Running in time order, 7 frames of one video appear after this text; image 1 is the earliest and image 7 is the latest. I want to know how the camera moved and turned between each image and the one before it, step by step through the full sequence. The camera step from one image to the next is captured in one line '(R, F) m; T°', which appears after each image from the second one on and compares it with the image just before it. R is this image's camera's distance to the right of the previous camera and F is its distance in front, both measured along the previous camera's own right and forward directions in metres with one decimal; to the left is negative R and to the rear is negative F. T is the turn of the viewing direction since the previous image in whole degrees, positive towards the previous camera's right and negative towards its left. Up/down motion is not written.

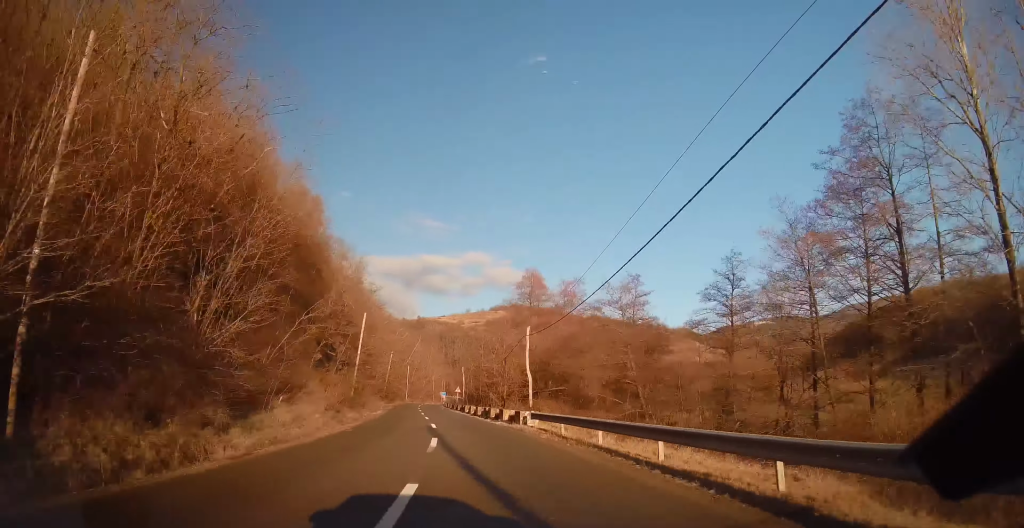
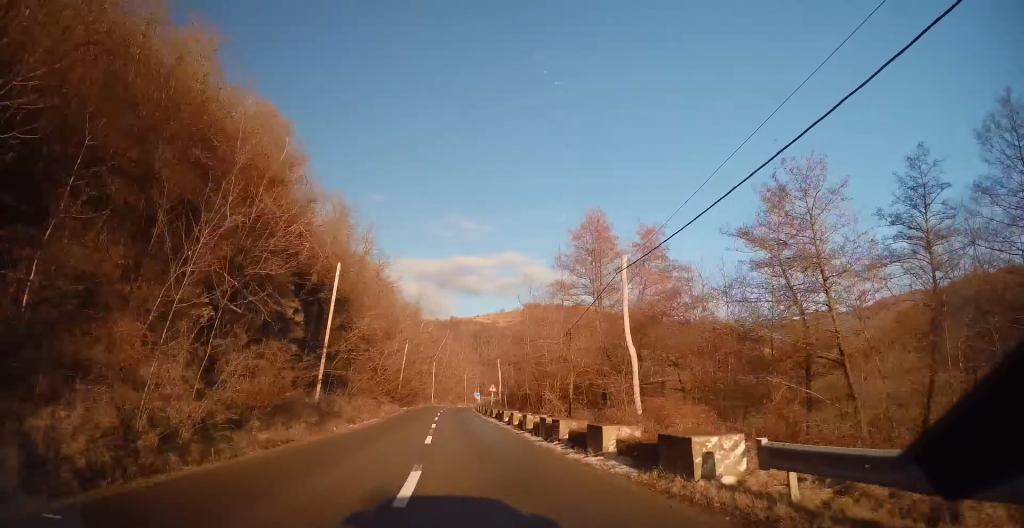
(-0.4, +16.6) m; -3°
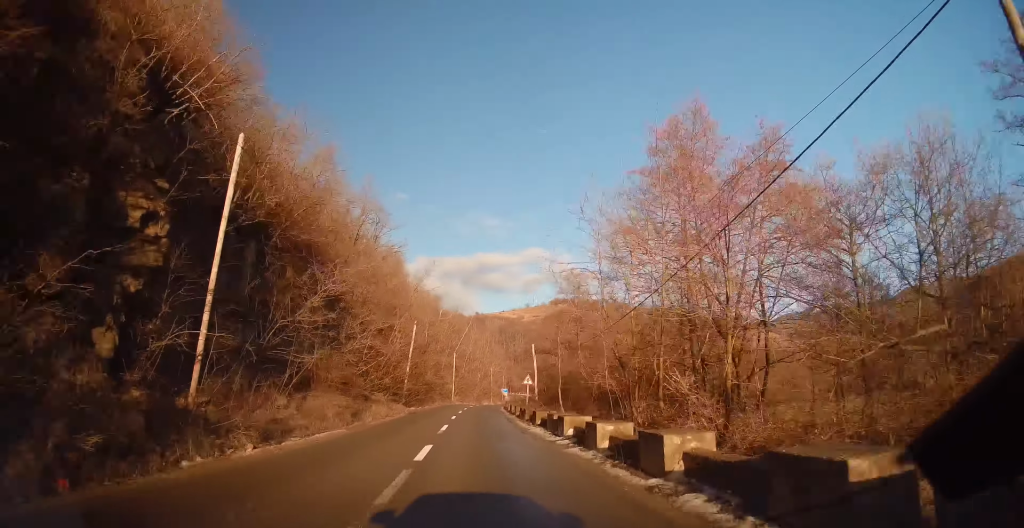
(-0.4, +13.6) m; -2°
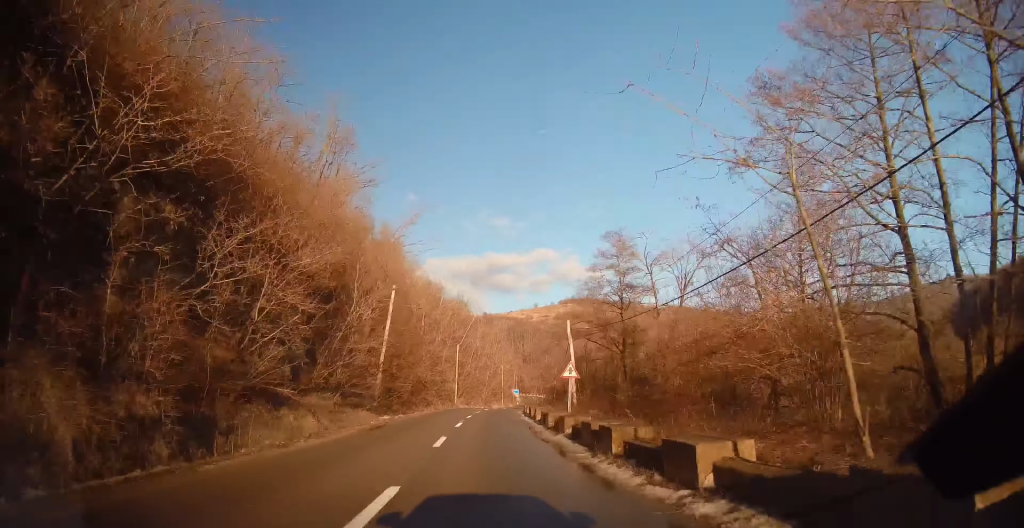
(-0.1, +15.4) m; -1°
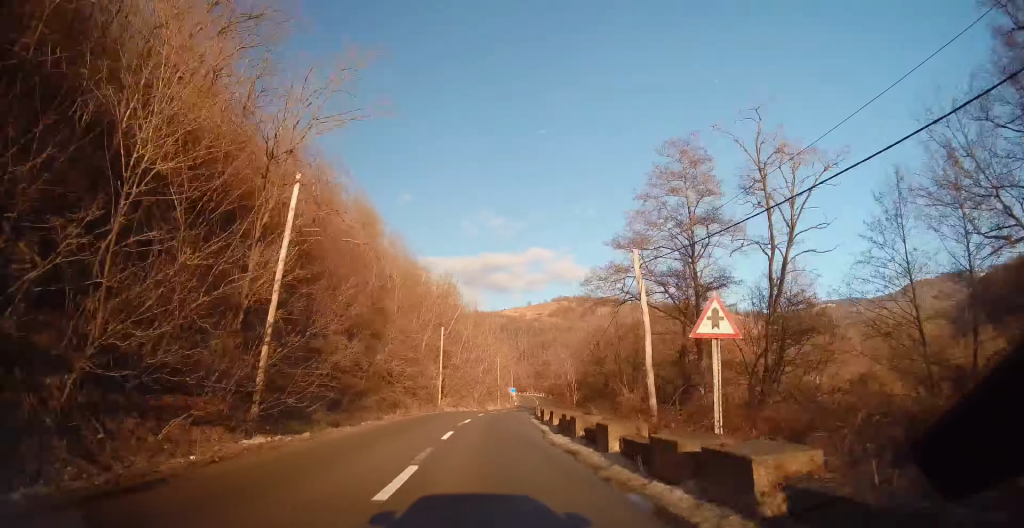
(-0.1, +15.9) m; +1°
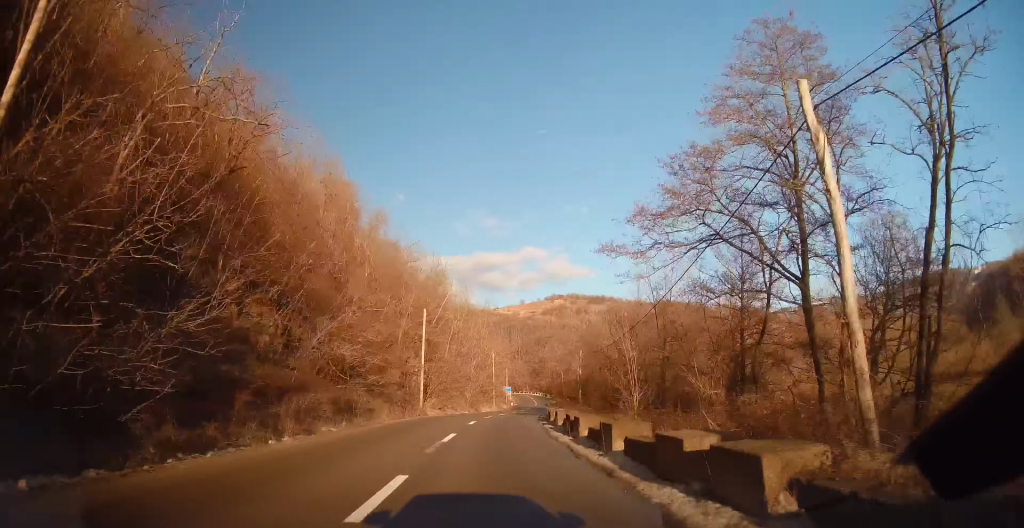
(0.0, +10.3) m; +1°
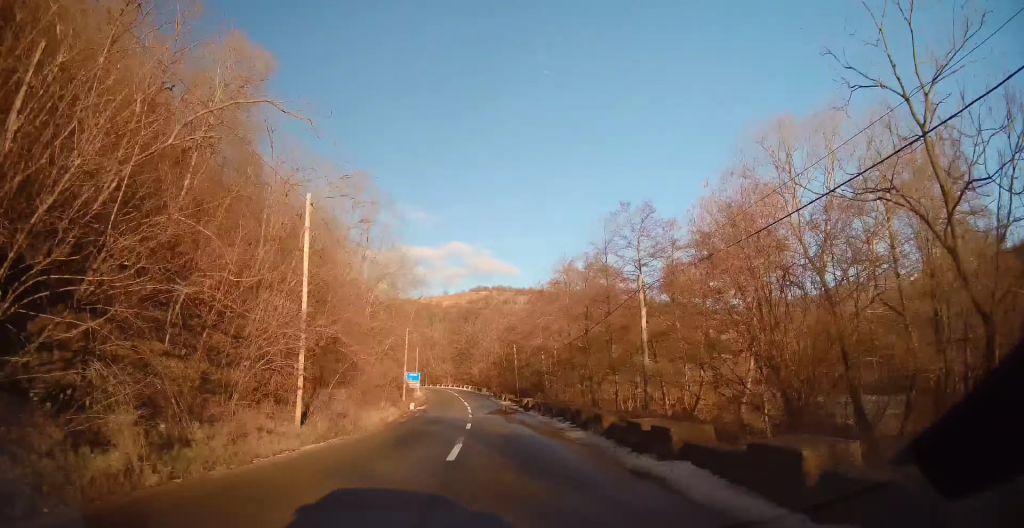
(+4.5, +56.8) m; +7°
